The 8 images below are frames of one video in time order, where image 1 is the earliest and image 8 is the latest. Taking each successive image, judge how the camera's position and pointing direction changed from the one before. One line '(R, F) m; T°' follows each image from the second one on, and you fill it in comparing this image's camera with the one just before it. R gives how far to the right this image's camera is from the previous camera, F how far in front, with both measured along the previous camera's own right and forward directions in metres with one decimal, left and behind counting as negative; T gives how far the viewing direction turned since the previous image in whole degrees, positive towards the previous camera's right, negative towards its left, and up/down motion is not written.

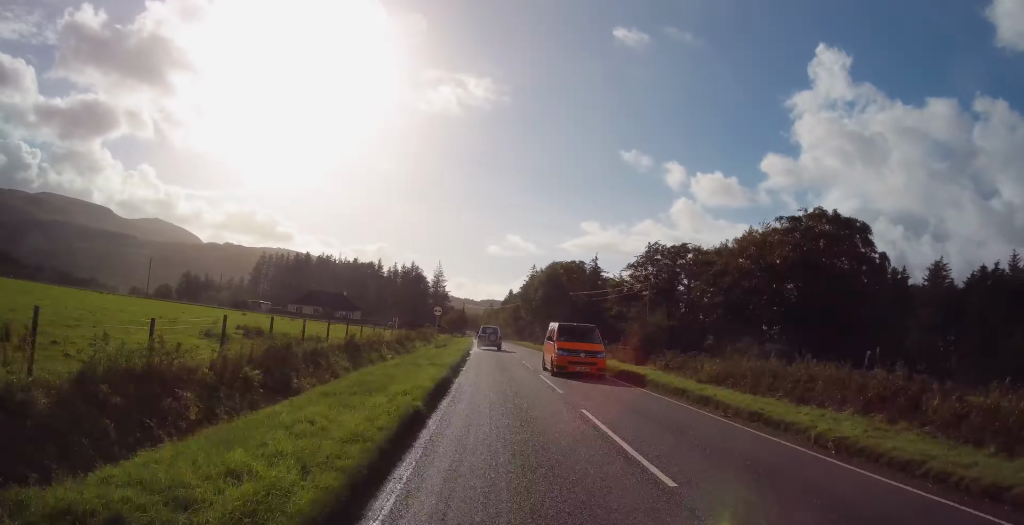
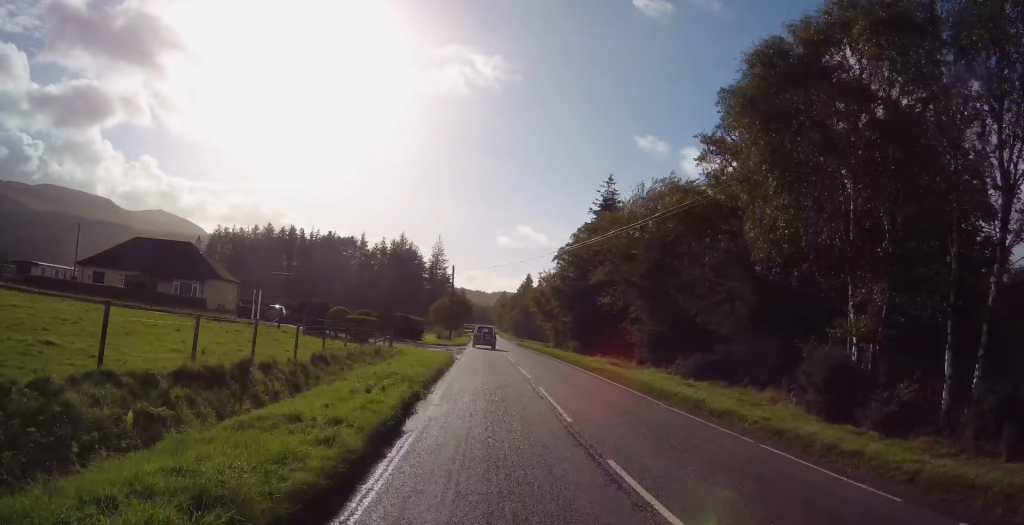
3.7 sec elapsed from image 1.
(0.0, +81.5) m; 0°
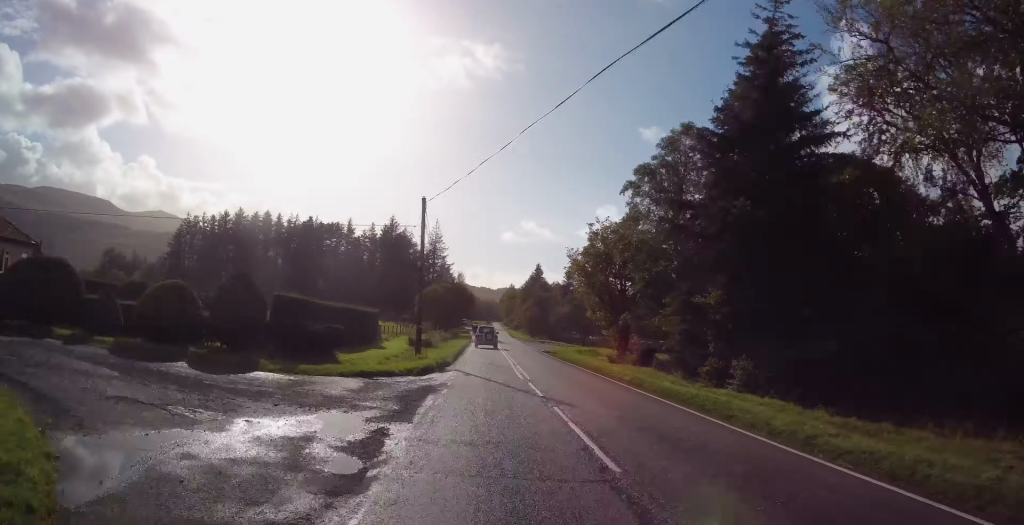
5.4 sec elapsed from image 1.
(+0.2, +35.6) m; 0°
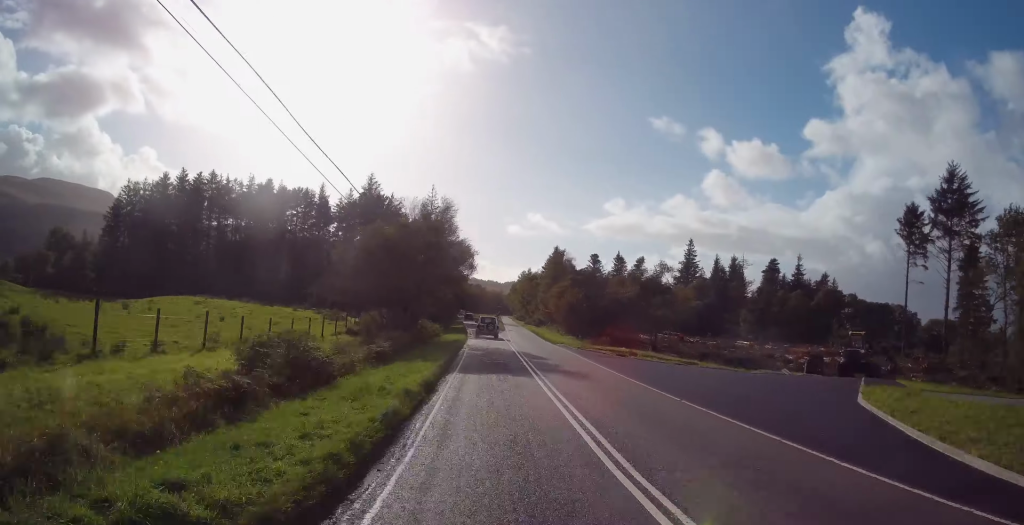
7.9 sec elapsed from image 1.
(-0.6, +55.6) m; -1°
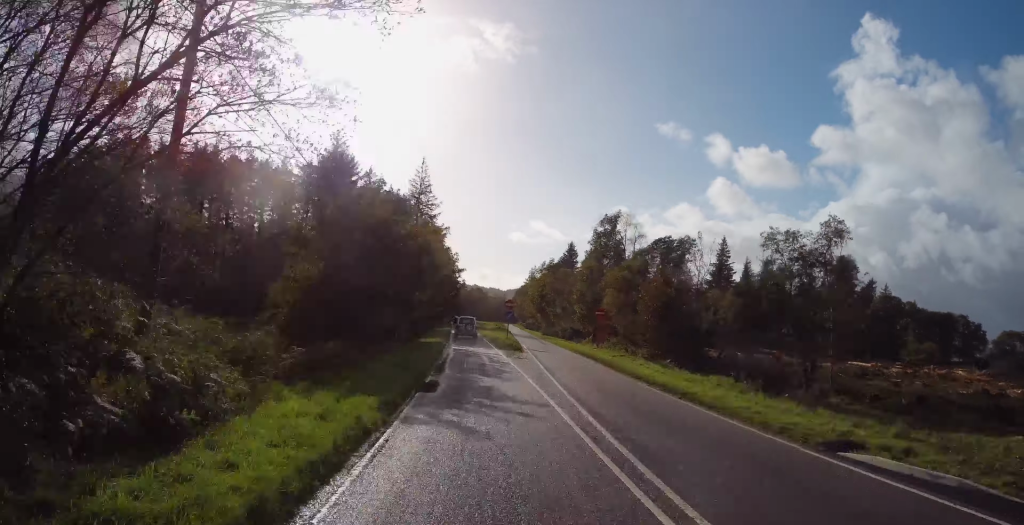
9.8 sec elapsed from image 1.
(-0.5, +30.0) m; -1°
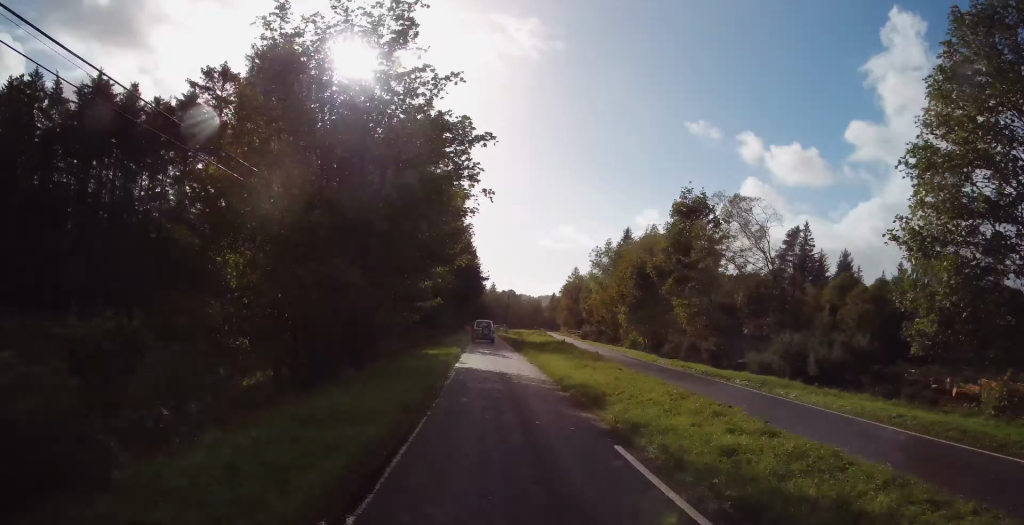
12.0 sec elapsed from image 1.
(-0.5, +34.5) m; -1°
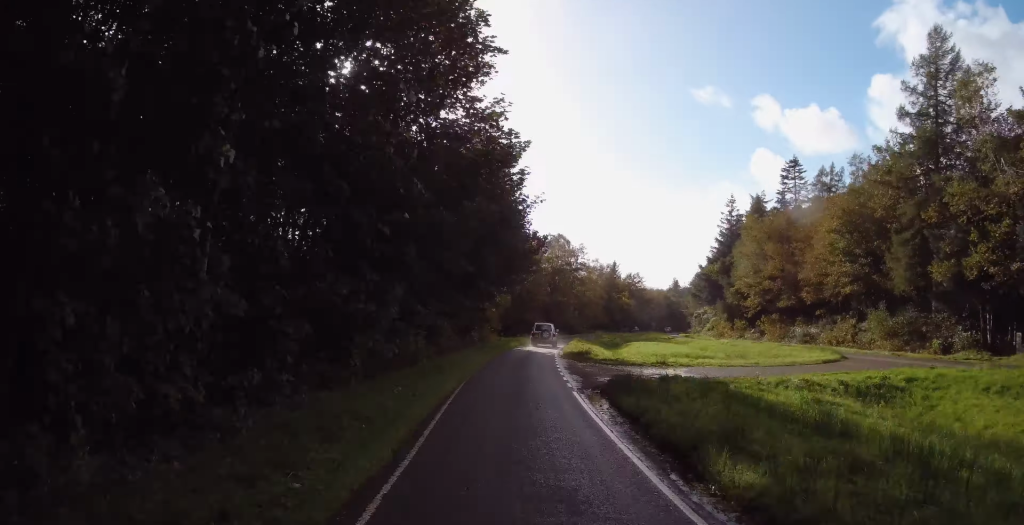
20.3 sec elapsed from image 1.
(+0.5, +154.5) m; +6°
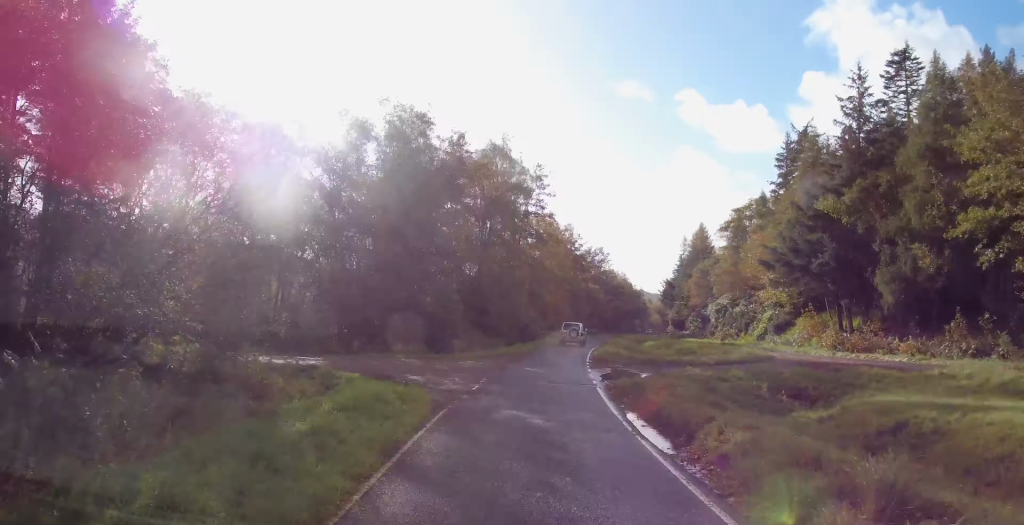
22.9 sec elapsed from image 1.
(+4.1, +50.5) m; +8°
